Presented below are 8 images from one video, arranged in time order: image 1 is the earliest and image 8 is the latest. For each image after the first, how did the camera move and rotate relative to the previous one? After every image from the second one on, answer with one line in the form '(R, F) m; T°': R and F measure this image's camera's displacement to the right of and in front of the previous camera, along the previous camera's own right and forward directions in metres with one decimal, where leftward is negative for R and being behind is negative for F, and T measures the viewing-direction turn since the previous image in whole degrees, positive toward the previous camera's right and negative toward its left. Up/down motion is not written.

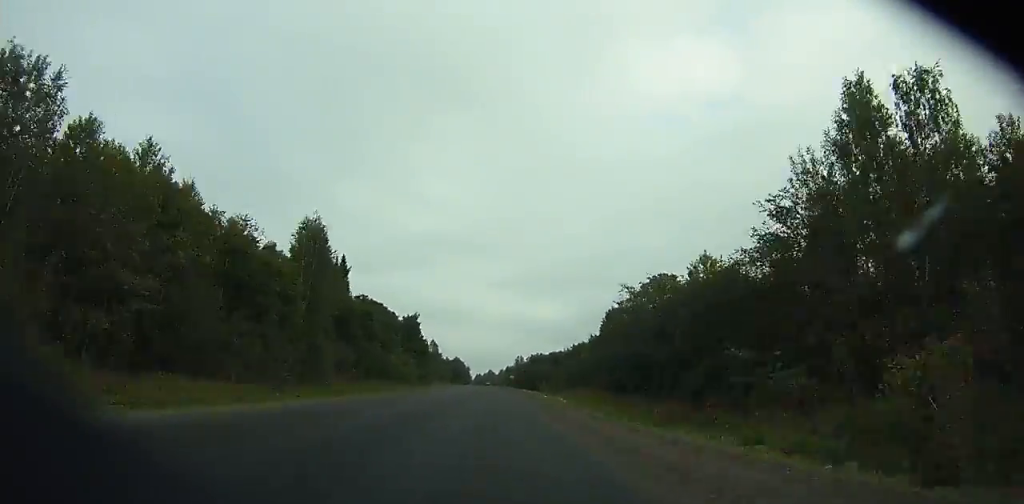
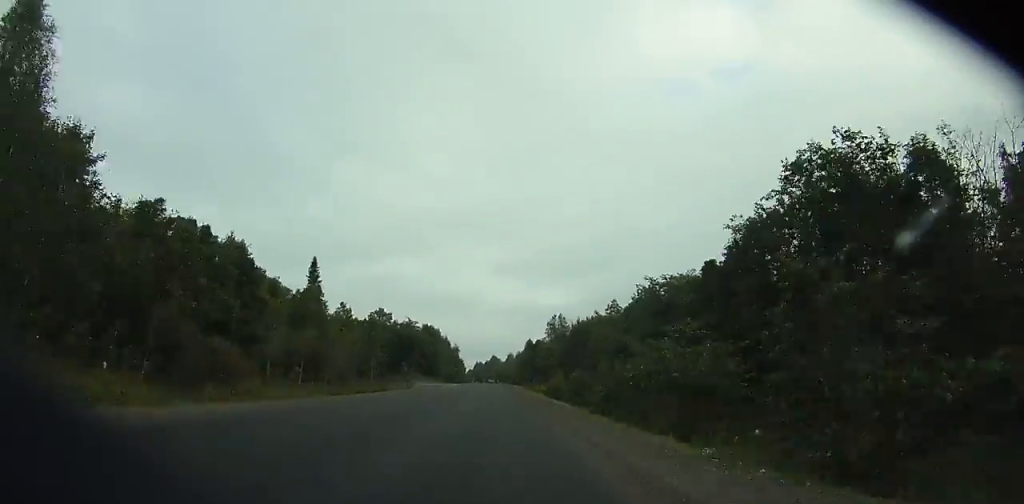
(-1.0, +175.3) m; 0°
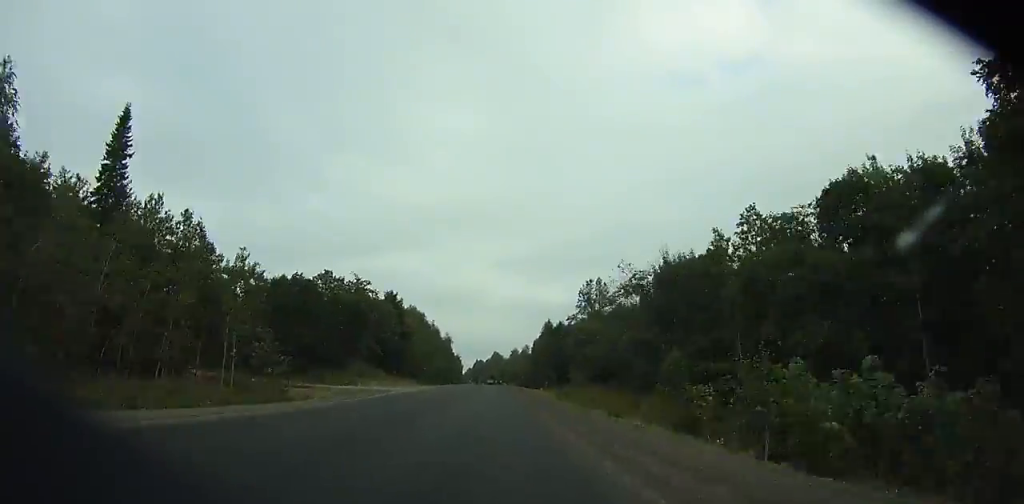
(-0.1, +54.9) m; 0°
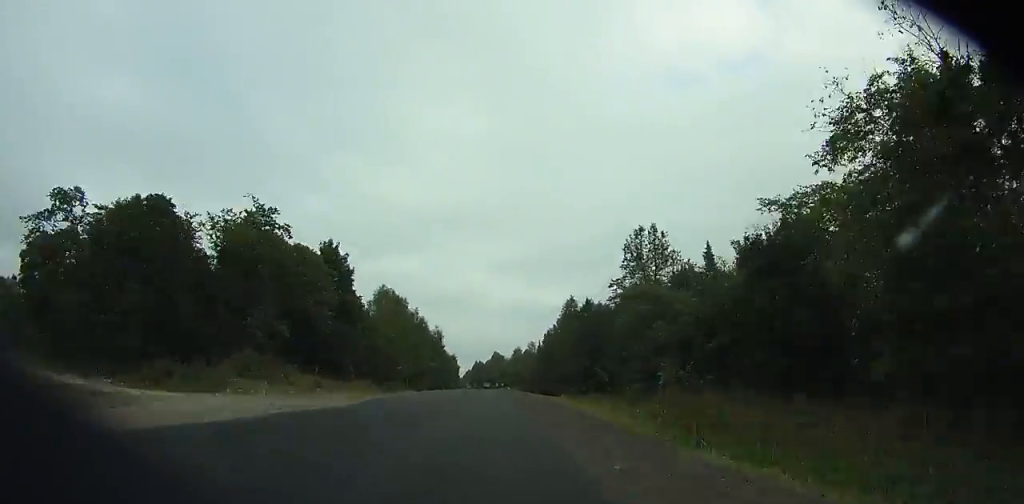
(0.0, +34.7) m; 0°
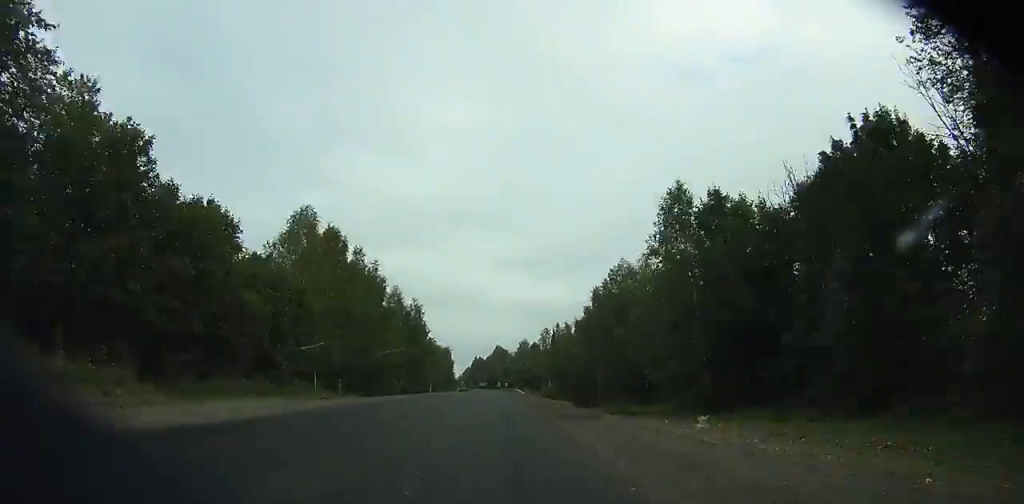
(0.0, +48.9) m; 0°
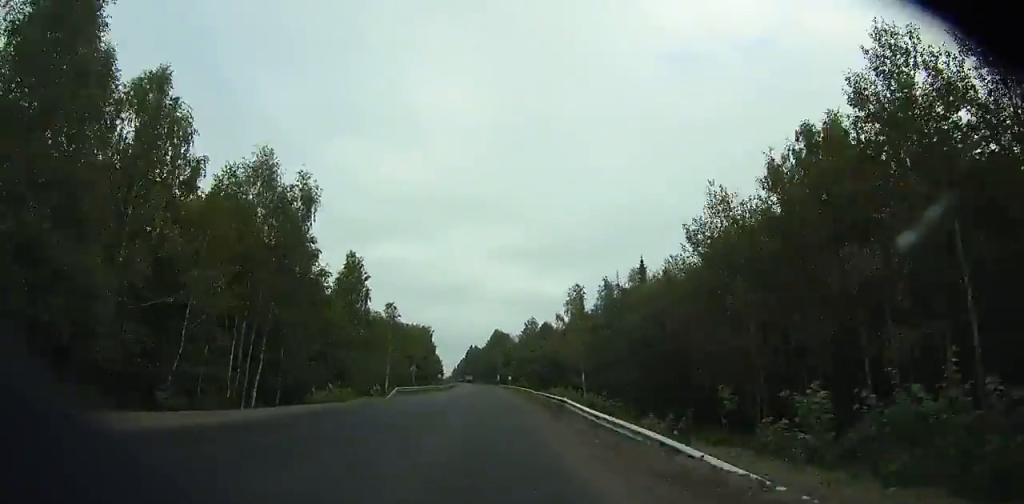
(+0.1, +63.3) m; 0°
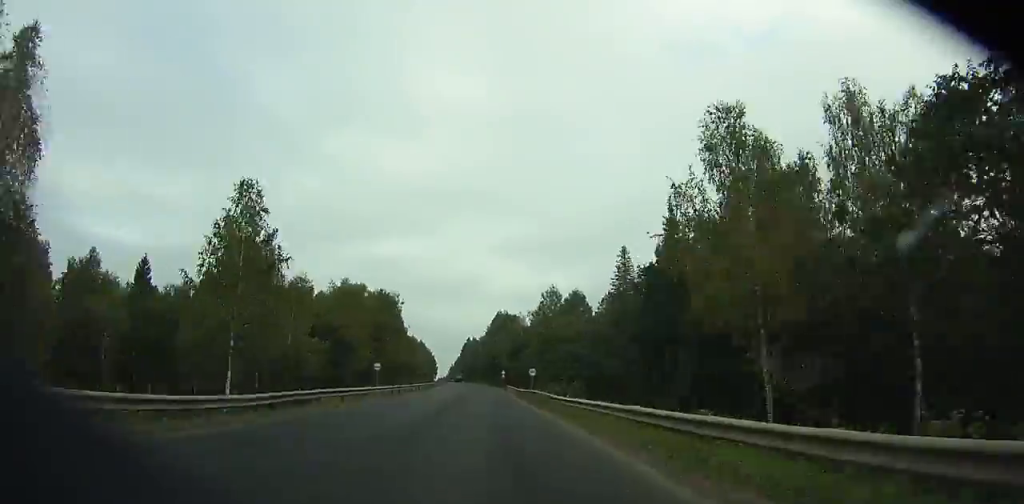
(-0.1, +63.4) m; -1°
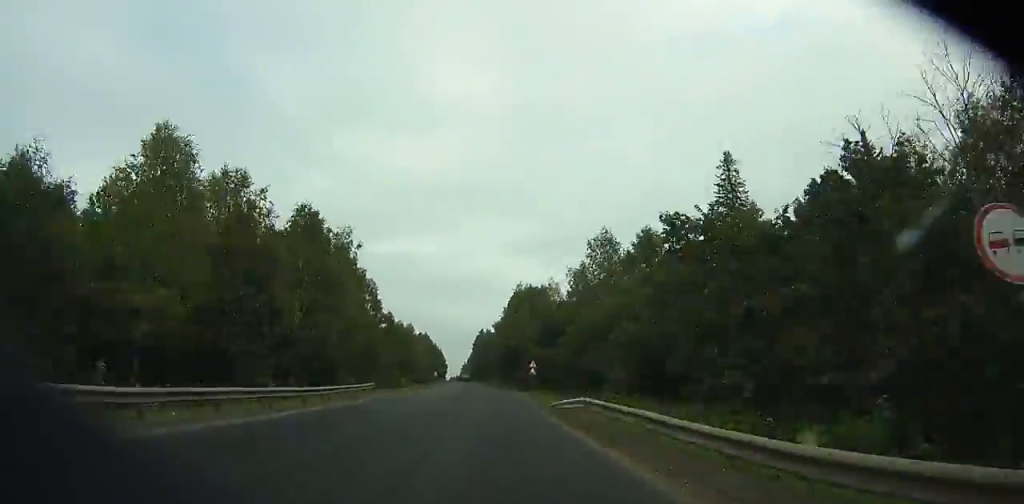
(-0.2, +49.1) m; -1°
